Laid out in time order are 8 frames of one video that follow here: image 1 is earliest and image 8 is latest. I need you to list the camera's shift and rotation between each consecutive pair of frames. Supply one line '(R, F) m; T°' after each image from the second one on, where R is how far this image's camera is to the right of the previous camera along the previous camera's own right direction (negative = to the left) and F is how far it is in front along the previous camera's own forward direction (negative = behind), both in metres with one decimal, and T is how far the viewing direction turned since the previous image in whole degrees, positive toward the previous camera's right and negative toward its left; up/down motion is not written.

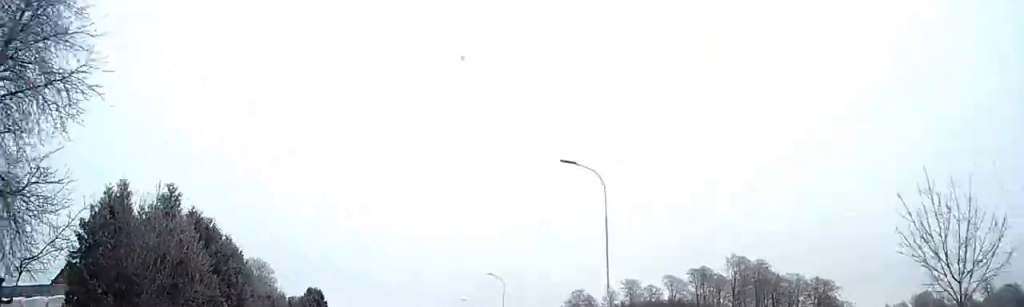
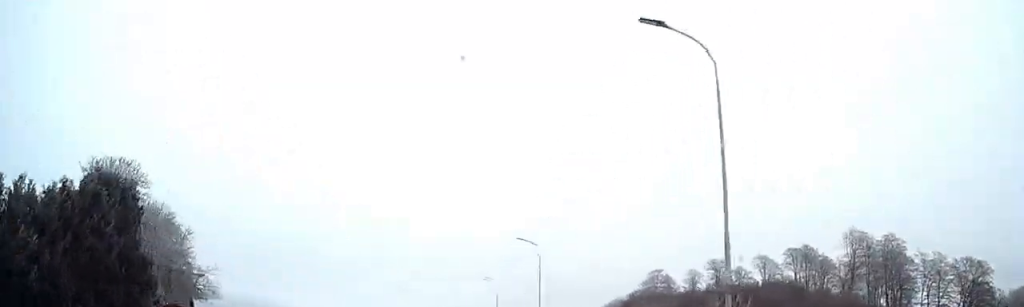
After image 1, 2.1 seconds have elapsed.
(-1.2, +51.2) m; -1°
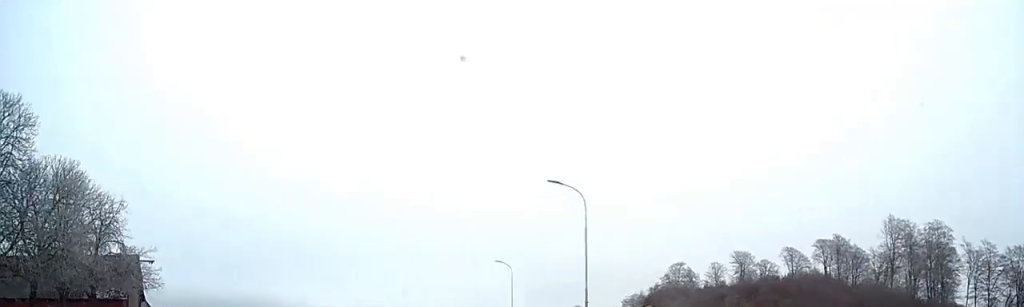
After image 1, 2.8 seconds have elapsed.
(0.0, +17.2) m; 0°
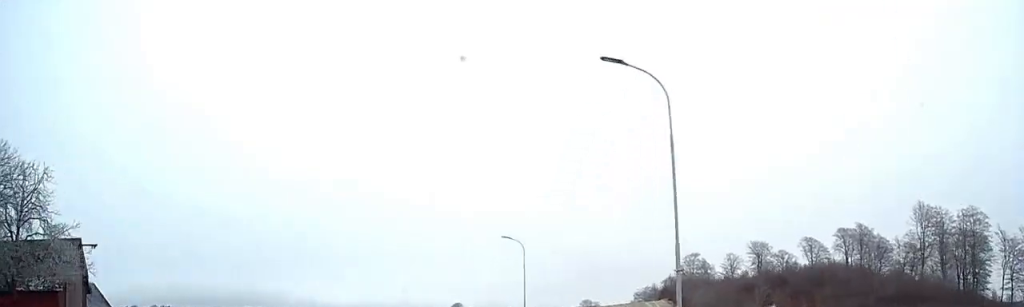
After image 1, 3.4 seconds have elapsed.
(0.0, +13.5) m; 0°
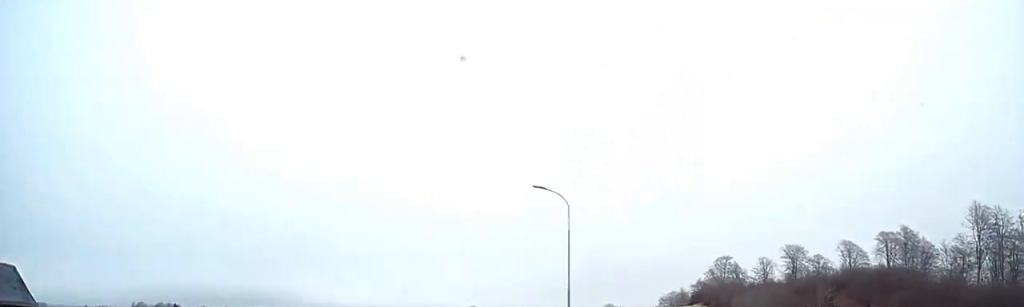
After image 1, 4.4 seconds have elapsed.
(0.0, +20.2) m; 0°
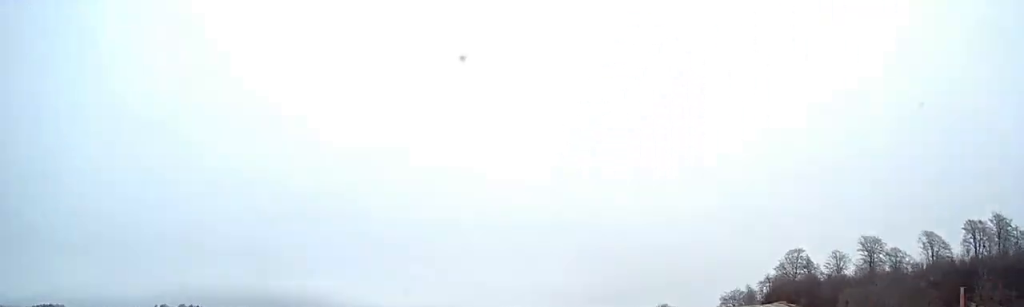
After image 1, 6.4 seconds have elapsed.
(-1.5, +39.3) m; -5°
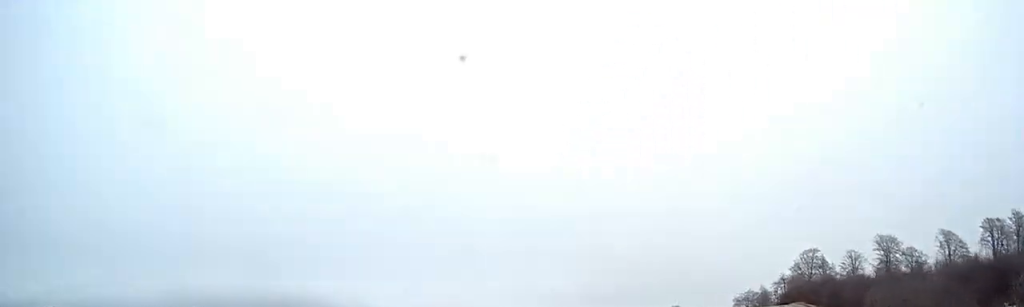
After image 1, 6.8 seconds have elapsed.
(-0.1, +7.8) m; -1°
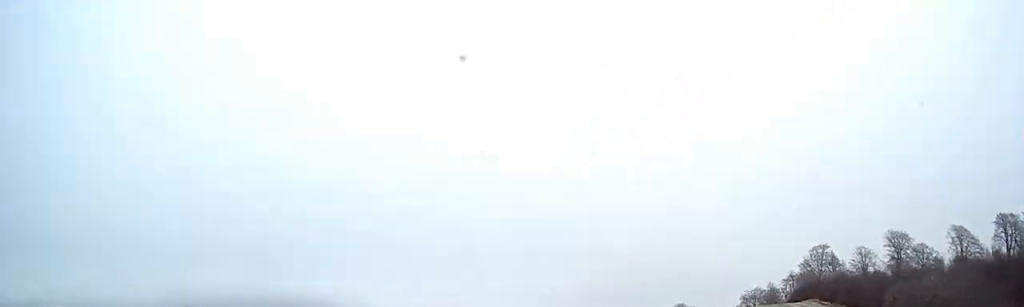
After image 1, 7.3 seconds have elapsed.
(-0.1, +8.1) m; 0°
